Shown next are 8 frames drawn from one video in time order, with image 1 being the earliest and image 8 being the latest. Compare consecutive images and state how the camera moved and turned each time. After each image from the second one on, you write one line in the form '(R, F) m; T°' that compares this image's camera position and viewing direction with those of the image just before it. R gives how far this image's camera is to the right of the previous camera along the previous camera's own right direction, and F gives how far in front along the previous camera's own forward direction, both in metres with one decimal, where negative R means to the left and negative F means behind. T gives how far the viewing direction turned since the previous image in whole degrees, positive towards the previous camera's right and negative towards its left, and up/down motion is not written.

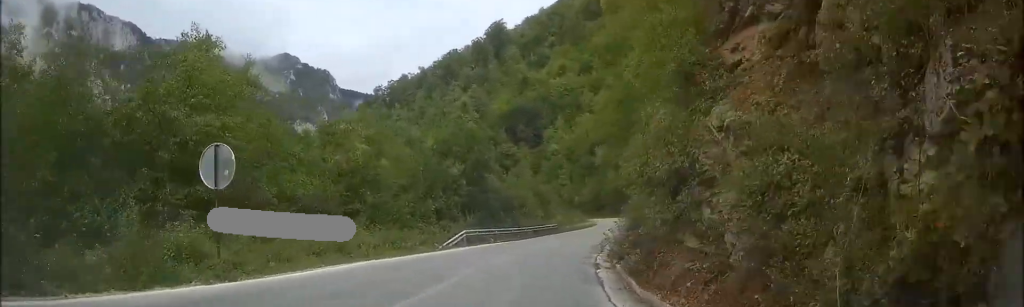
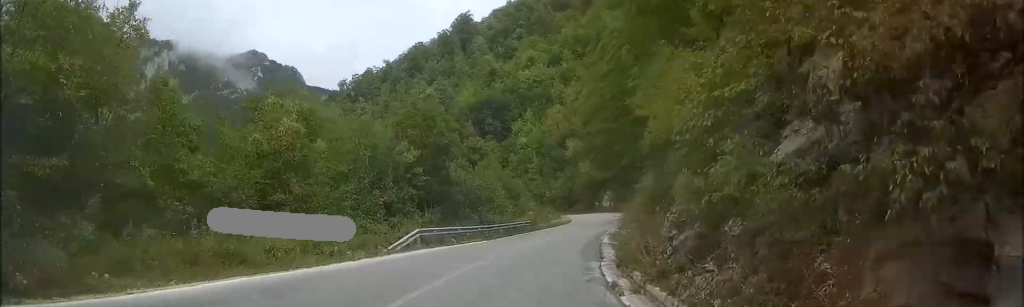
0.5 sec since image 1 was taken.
(0.0, +7.1) m; 0°
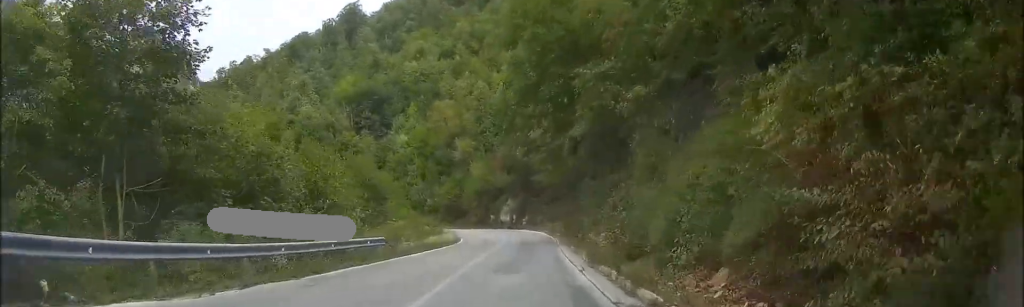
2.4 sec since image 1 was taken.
(+1.7, +24.7) m; +10°
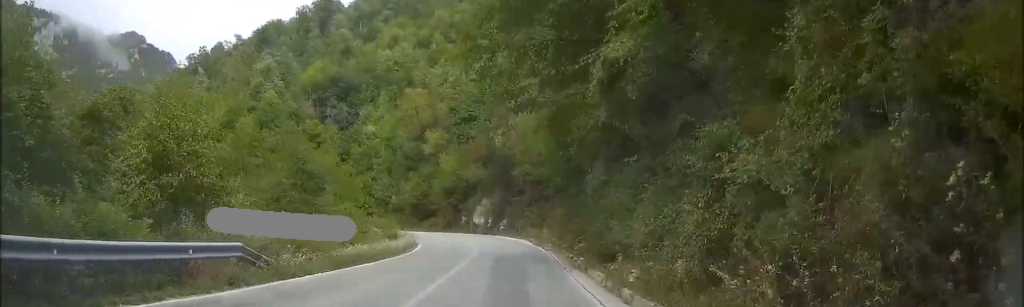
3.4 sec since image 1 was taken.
(+0.6, +12.8) m; +3°
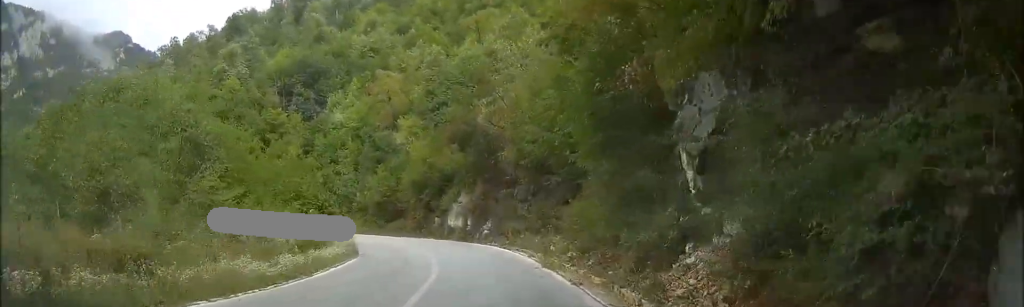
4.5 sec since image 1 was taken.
(+0.2, +15.5) m; +1°
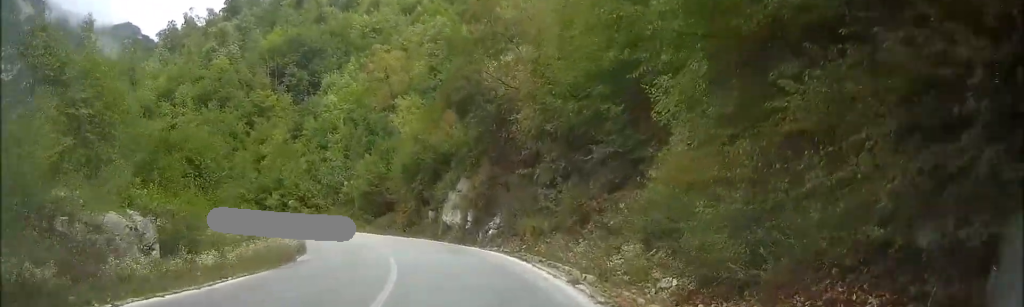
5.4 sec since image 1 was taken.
(0.0, +12.0) m; 0°
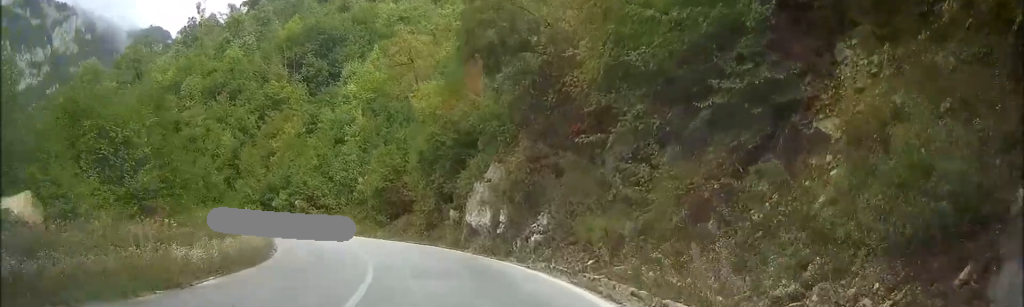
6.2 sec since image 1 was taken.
(0.0, +9.8) m; -2°
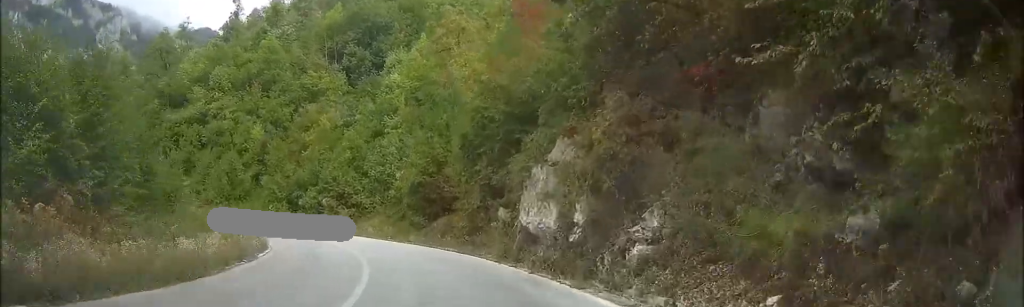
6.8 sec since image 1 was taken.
(+0.1, +8.0) m; -3°
